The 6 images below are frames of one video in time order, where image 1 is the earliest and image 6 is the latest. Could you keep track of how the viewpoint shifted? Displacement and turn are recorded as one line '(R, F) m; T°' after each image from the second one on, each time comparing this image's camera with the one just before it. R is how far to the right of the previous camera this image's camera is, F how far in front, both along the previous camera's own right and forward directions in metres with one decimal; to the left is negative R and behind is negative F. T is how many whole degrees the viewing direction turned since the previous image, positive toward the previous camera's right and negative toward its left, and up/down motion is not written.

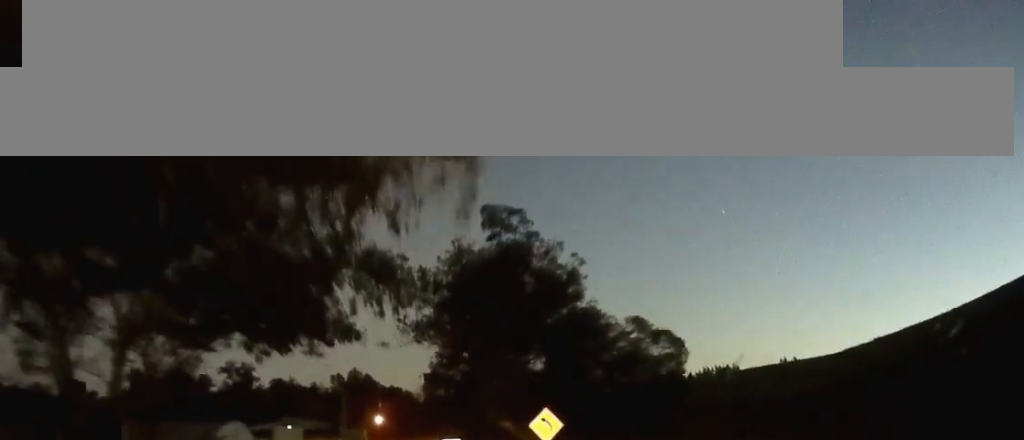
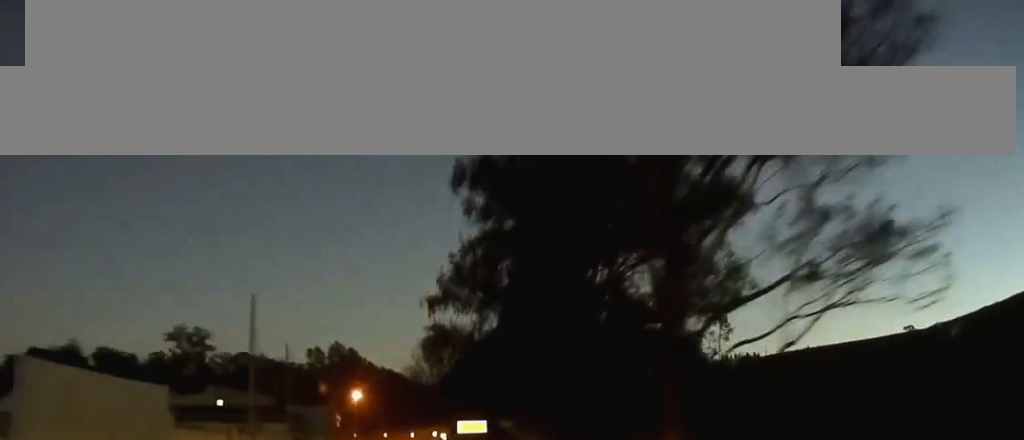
(+0.4, +50.8) m; +1°
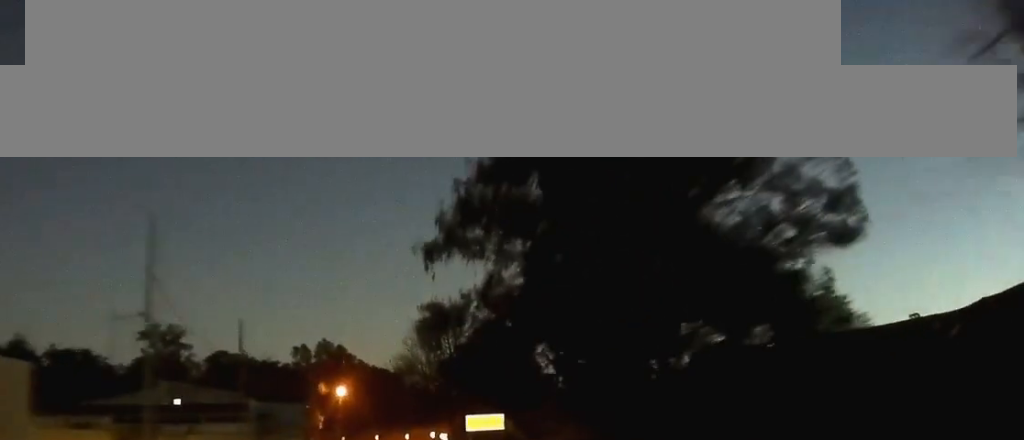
(0.0, +16.5) m; 0°
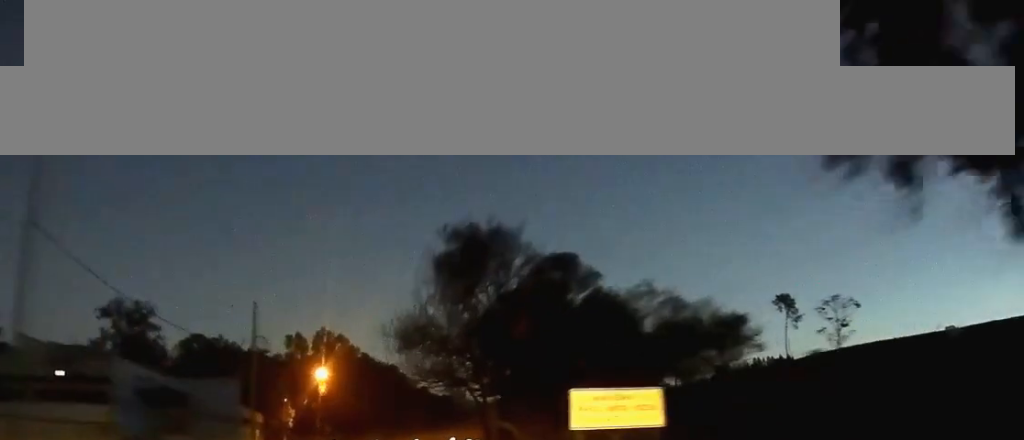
(-0.1, +32.1) m; 0°
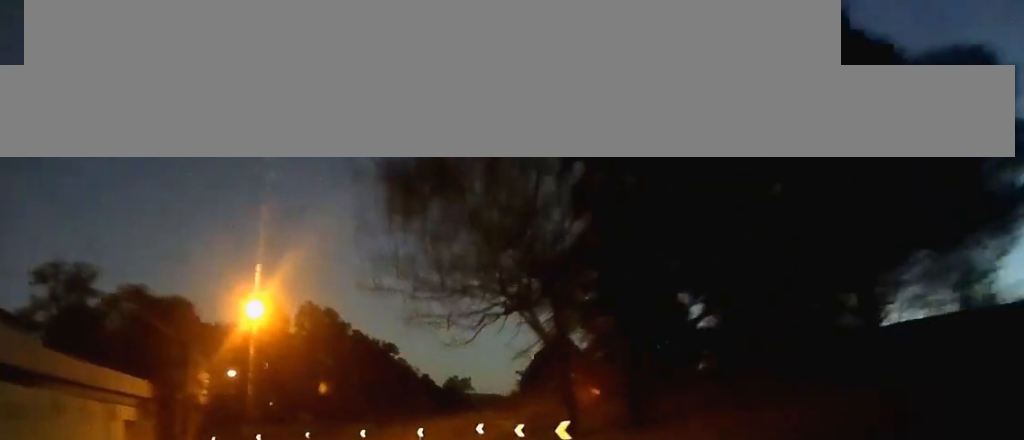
(-0.1, +30.3) m; 0°
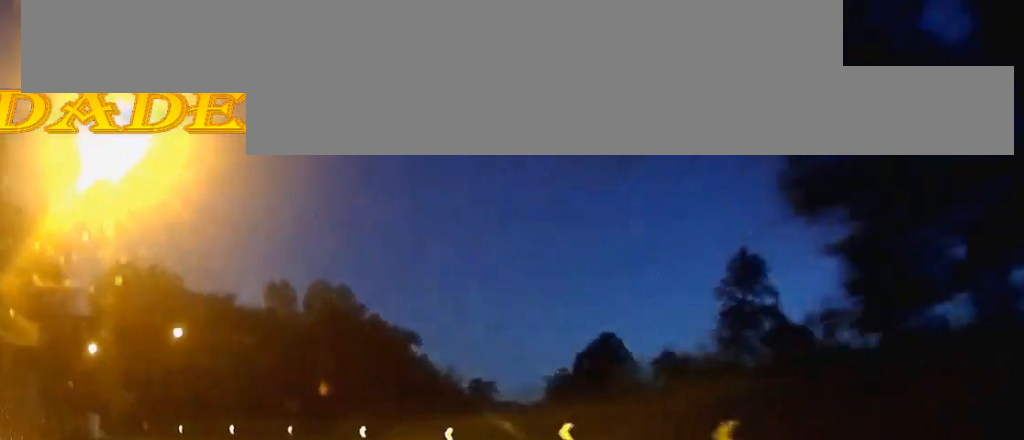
(-0.2, +22.1) m; -4°
